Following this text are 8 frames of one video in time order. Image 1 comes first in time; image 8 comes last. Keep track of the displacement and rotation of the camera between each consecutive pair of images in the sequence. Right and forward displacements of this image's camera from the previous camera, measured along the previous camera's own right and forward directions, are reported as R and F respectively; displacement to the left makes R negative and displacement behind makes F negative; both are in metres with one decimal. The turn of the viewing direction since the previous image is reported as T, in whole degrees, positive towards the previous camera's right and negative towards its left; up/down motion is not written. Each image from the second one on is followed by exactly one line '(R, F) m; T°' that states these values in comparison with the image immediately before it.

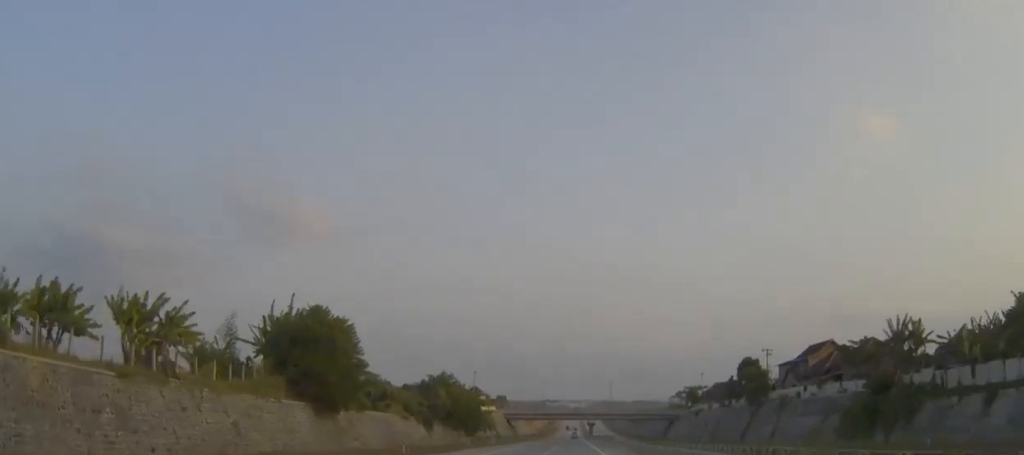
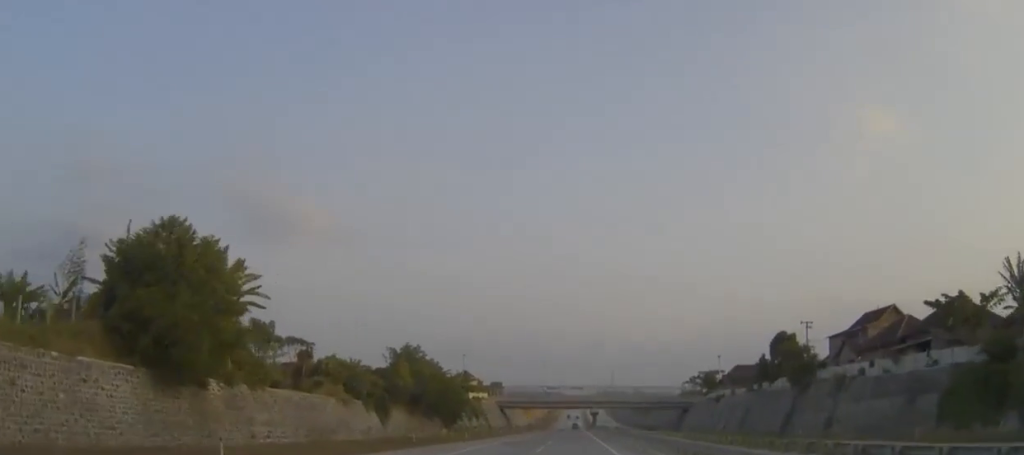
(0.0, +23.7) m; 0°
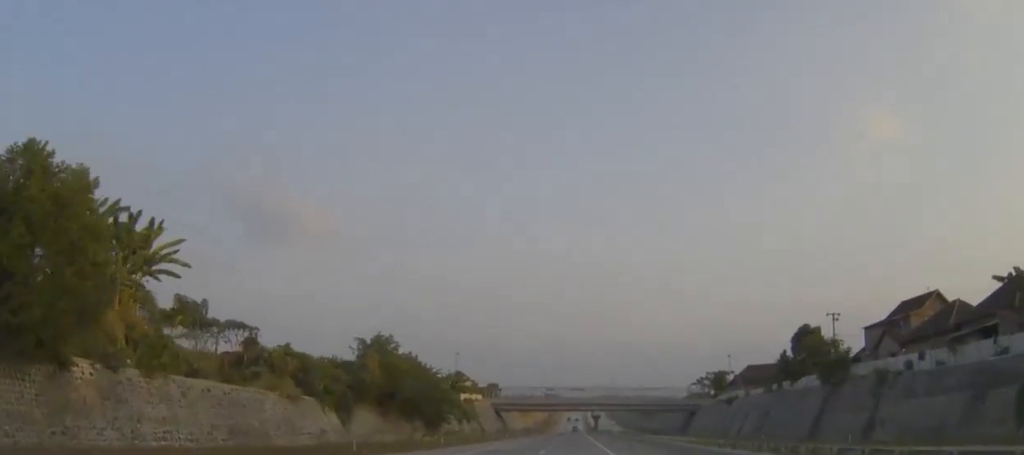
(0.0, +12.5) m; 0°
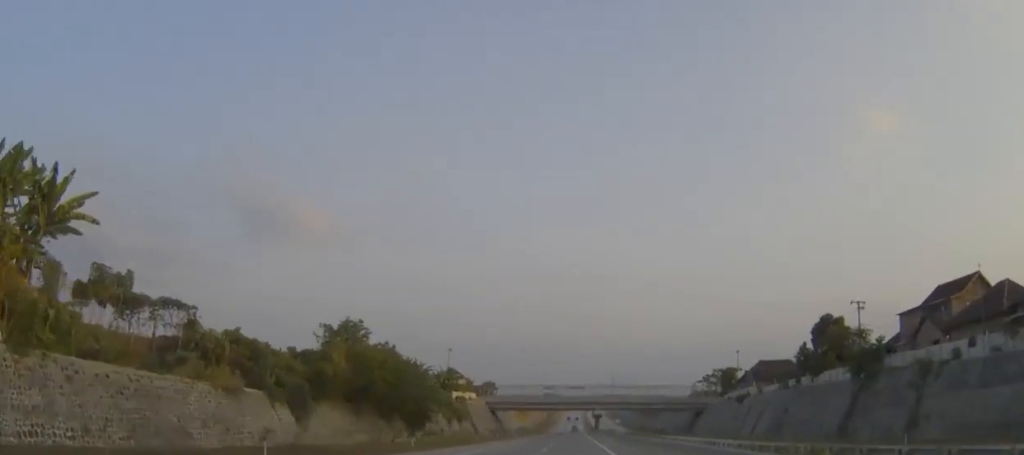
(0.0, +10.0) m; 0°
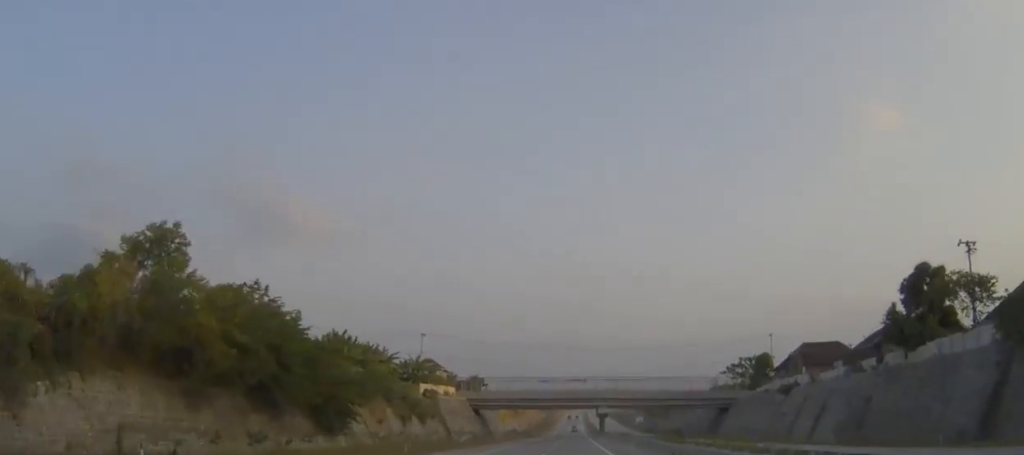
(0.0, +29.8) m; 0°
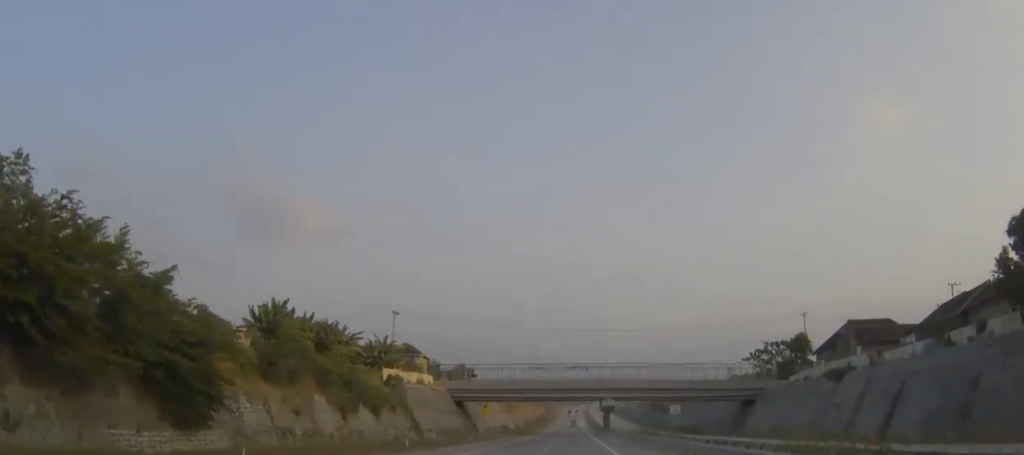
(0.0, +21.5) m; 0°
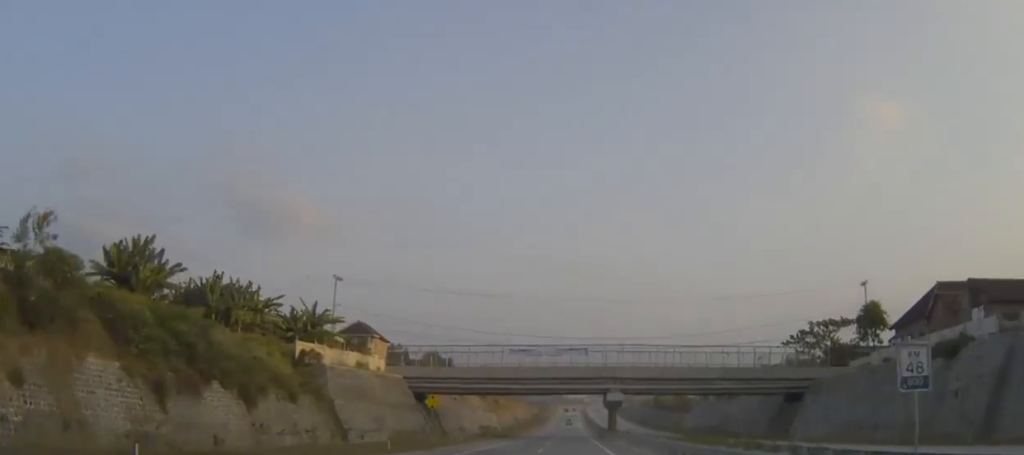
(+0.1, +28.2) m; 0°
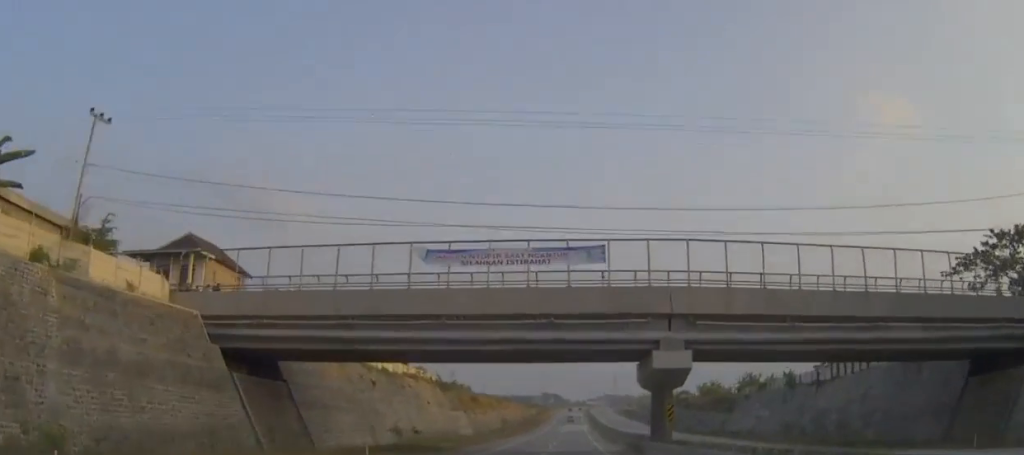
(0.0, +51.4) m; 0°
